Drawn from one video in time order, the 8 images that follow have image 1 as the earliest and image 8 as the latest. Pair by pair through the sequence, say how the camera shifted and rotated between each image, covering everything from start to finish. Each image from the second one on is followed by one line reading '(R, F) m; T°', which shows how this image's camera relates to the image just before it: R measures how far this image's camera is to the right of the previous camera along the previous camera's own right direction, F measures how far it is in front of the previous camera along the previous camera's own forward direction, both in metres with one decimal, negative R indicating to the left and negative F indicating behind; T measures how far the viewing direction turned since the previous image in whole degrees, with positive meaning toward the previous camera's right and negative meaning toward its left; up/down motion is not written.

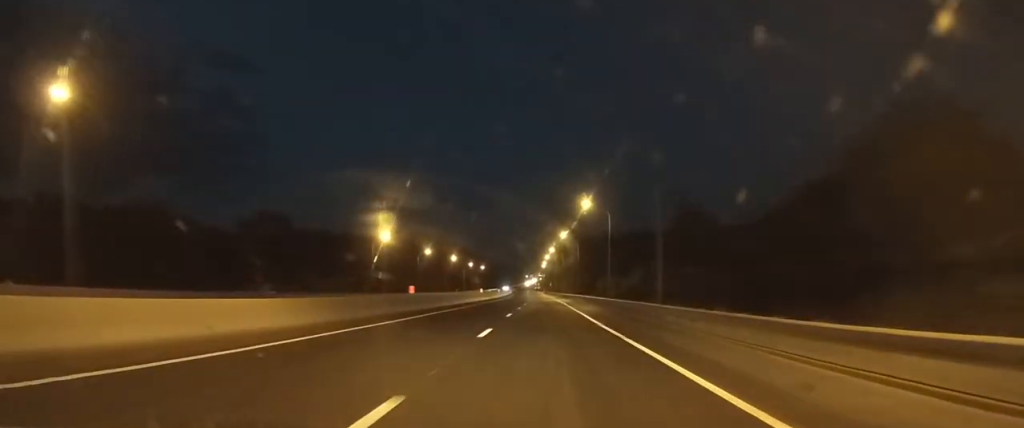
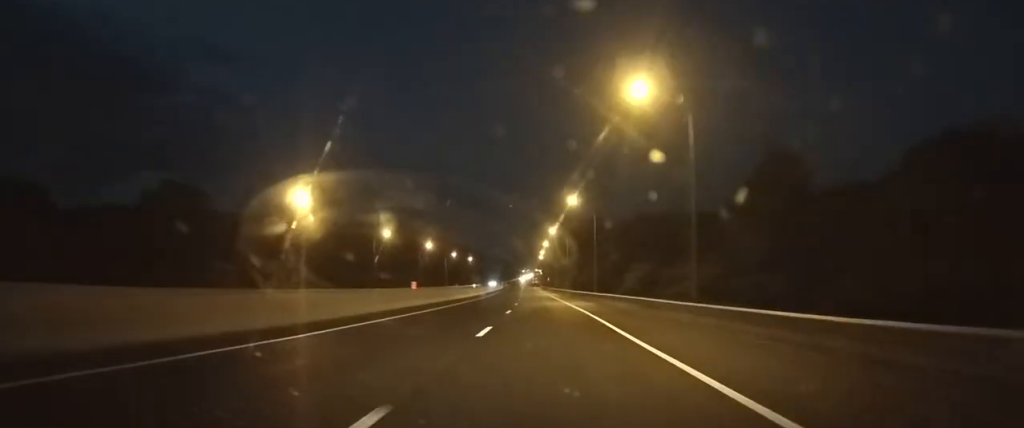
(-0.1, +33.1) m; 0°
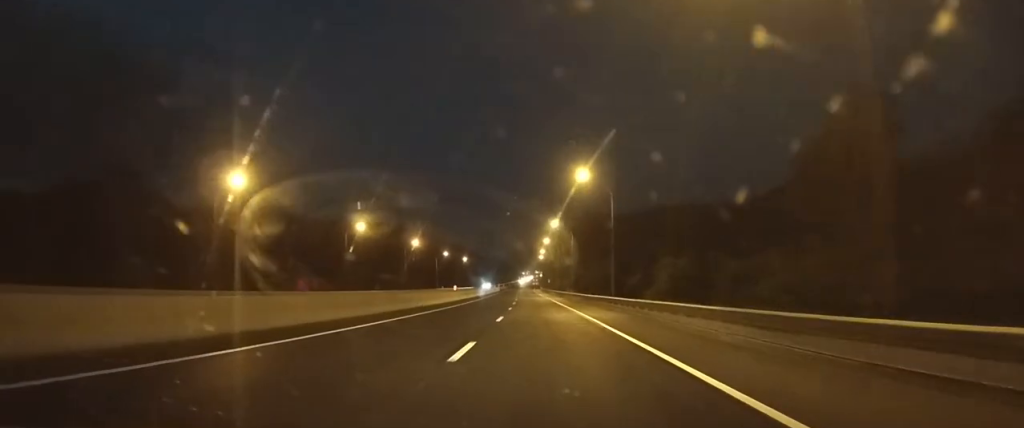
(0.0, +13.7) m; 0°
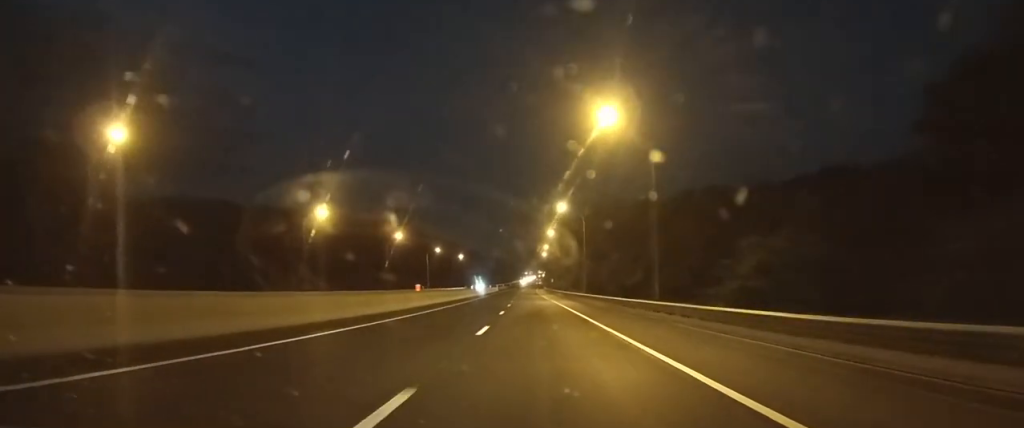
(0.0, +14.0) m; 0°
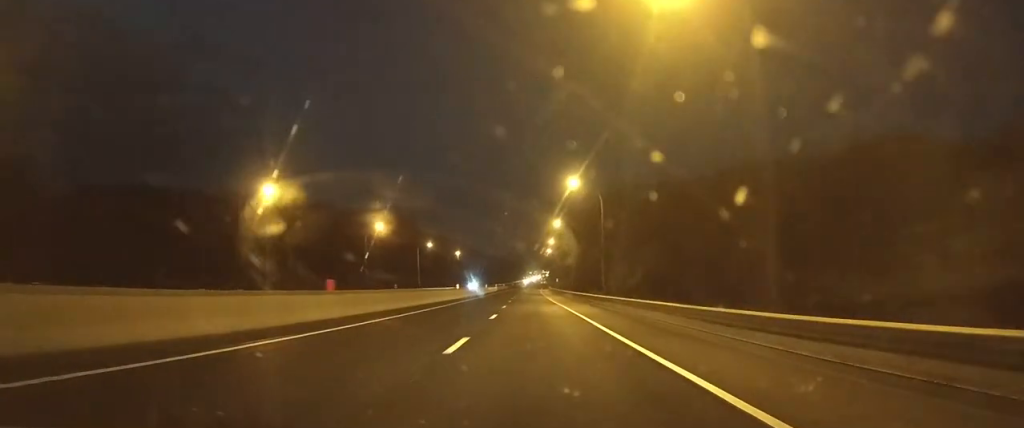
(0.0, +13.5) m; 0°
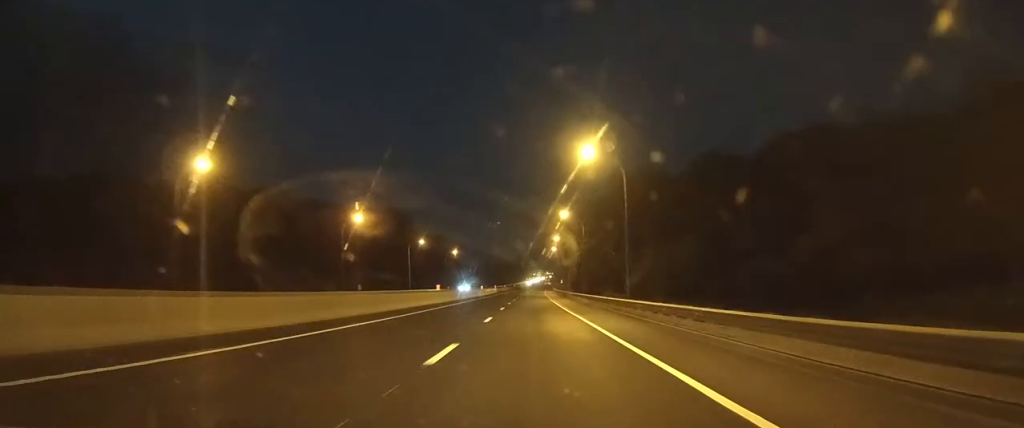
(0.0, +11.2) m; 0°
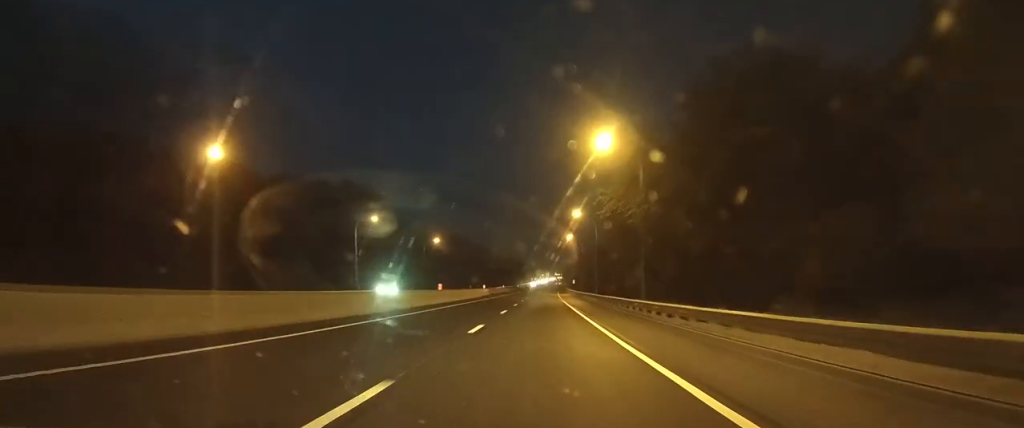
(-0.3, +44.7) m; -1°
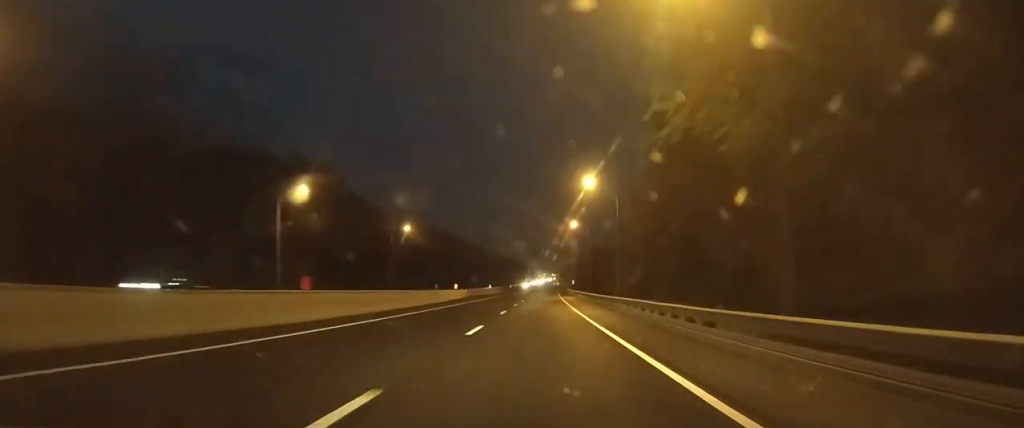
(0.0, +27.9) m; 0°
